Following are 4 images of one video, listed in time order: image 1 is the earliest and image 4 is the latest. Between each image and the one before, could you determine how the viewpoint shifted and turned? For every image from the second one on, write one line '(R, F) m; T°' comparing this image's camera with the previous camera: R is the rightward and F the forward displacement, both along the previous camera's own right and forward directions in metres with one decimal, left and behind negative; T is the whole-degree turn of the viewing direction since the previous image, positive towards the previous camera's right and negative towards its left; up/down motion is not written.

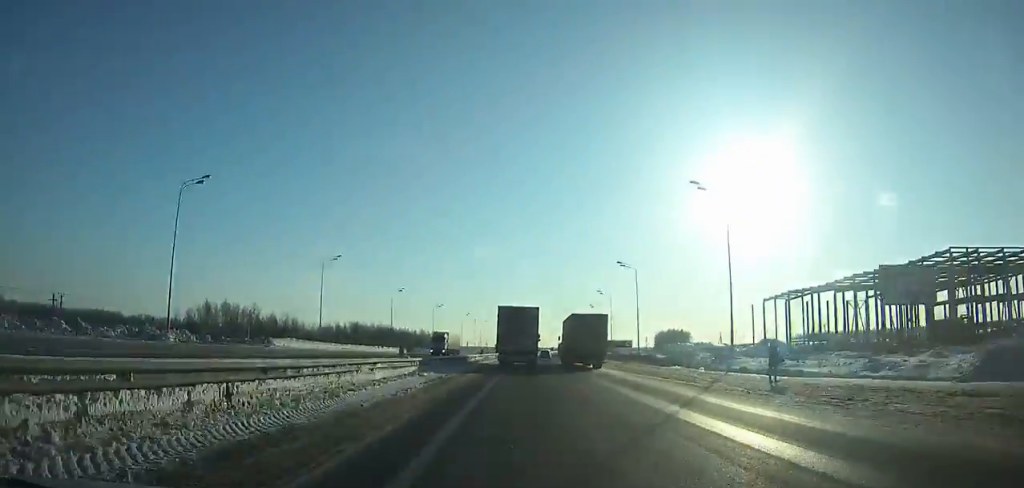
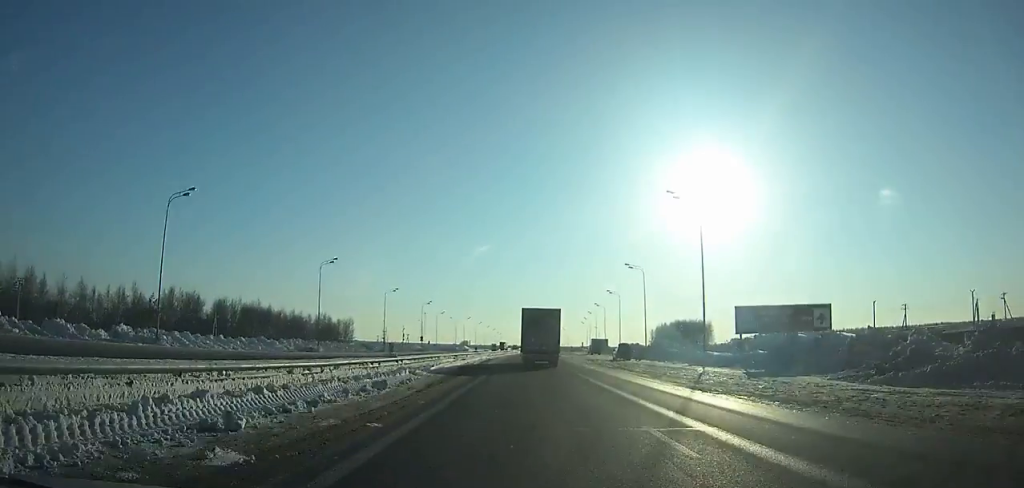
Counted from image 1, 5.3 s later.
(+3.9, +114.3) m; +5°
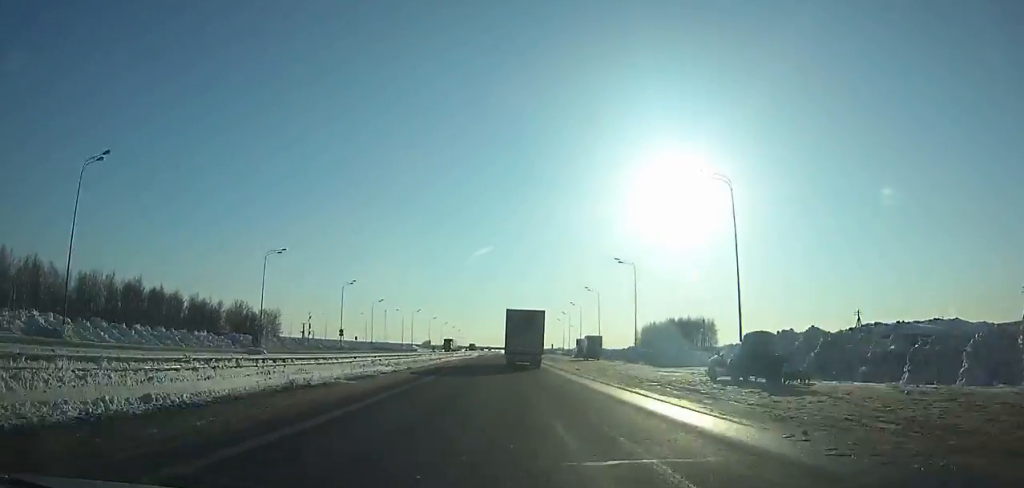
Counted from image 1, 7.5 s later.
(+1.5, +48.0) m; +1°
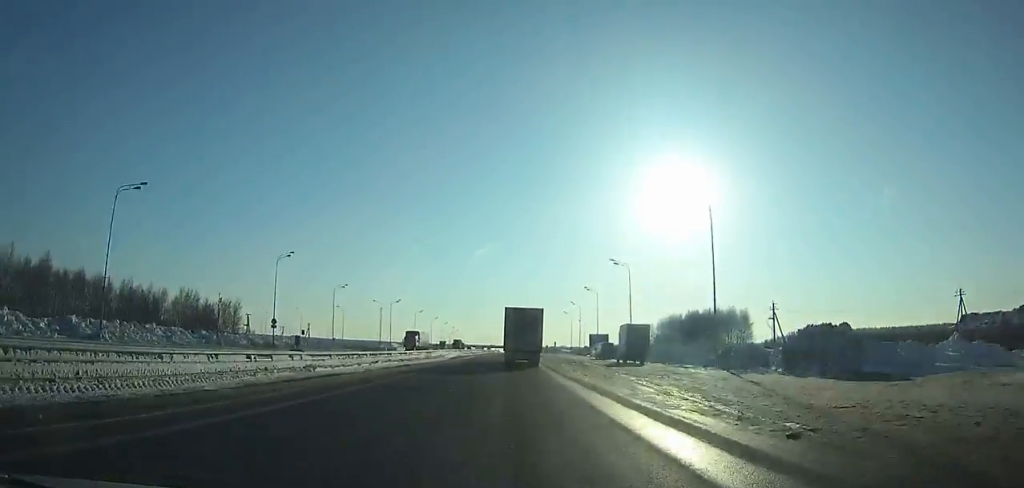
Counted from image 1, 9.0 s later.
(+0.2, +32.8) m; 0°
